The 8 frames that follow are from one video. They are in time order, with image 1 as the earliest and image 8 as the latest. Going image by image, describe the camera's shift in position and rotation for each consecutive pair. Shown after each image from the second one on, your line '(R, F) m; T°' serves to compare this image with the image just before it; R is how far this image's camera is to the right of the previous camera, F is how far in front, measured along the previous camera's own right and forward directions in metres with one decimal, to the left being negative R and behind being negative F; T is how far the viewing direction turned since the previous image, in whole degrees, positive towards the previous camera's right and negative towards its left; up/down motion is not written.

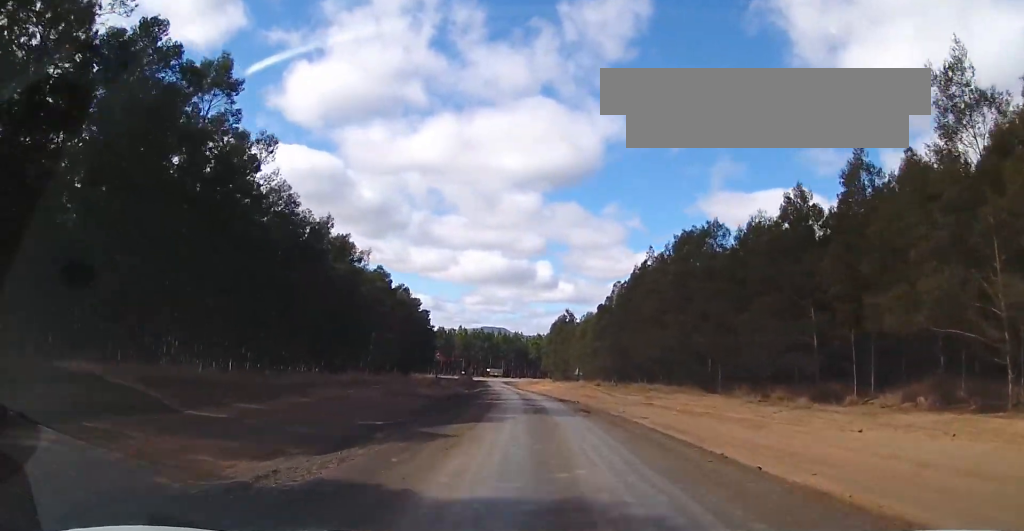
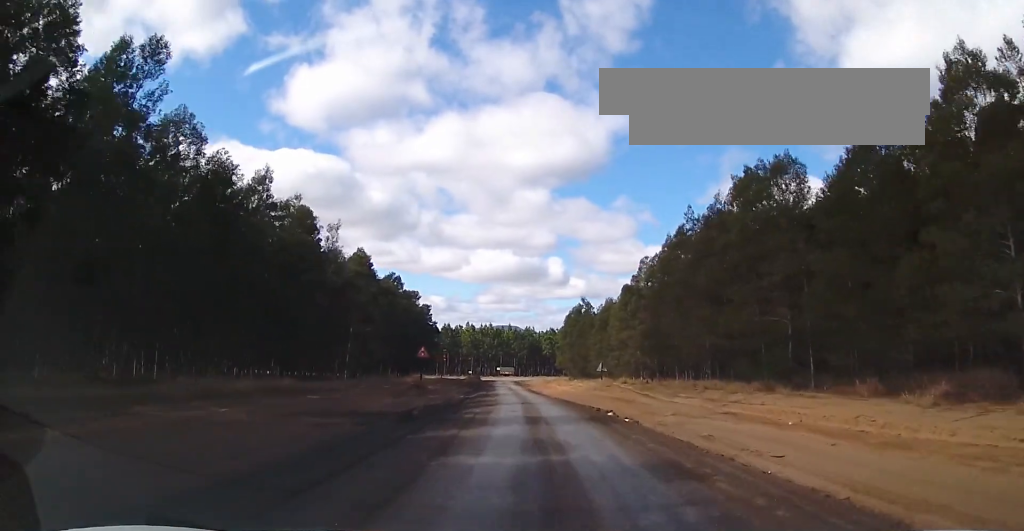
(0.0, +14.6) m; -2°
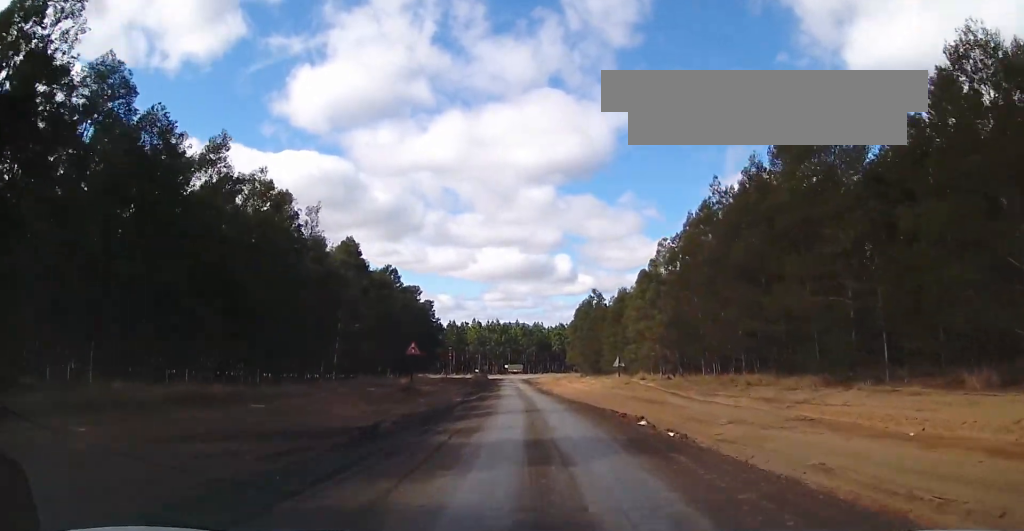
(-0.1, +7.0) m; -1°
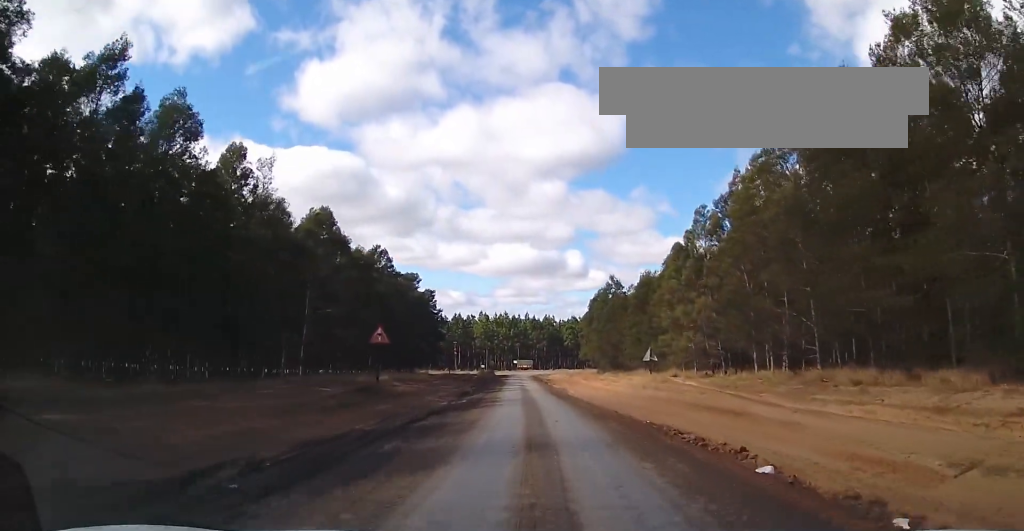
(-0.3, +11.7) m; -1°
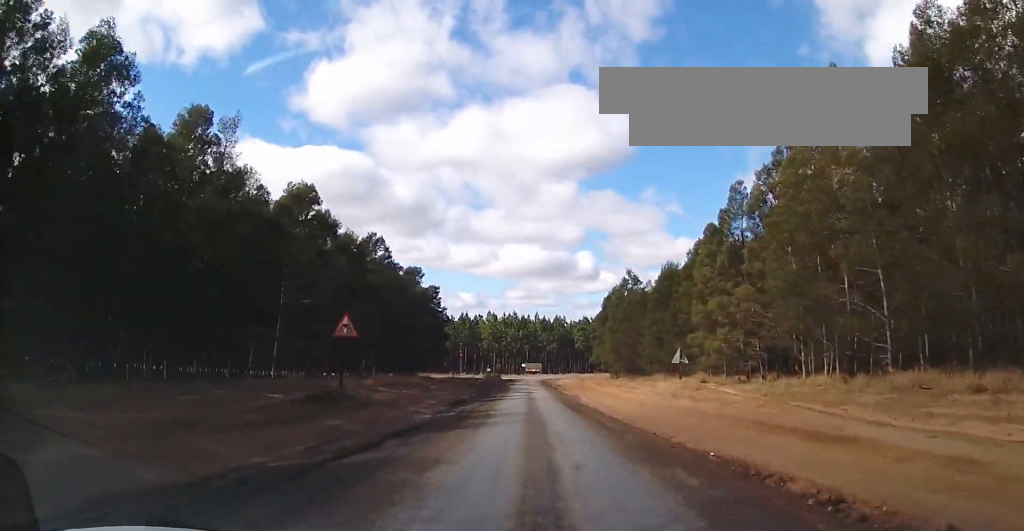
(0.0, +7.1) m; -1°
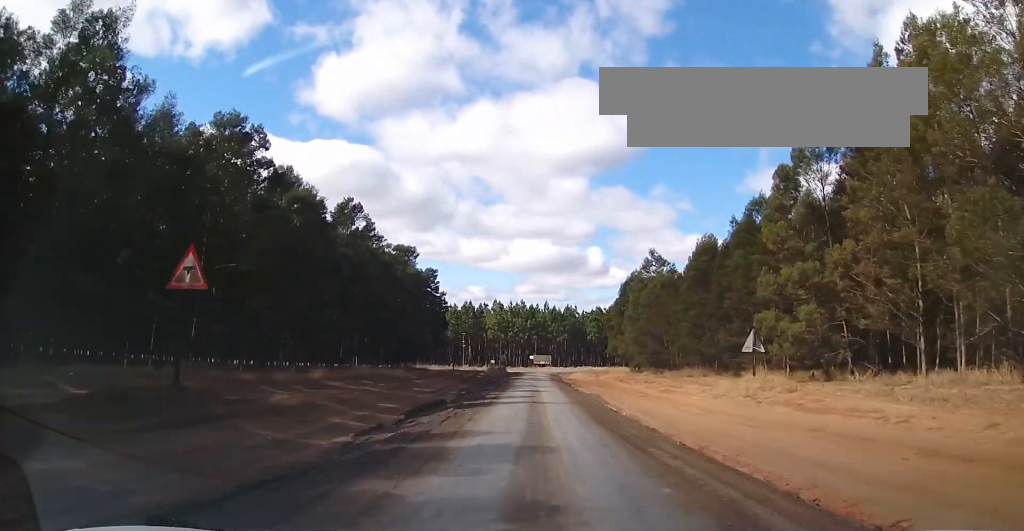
(-0.1, +12.3) m; -1°
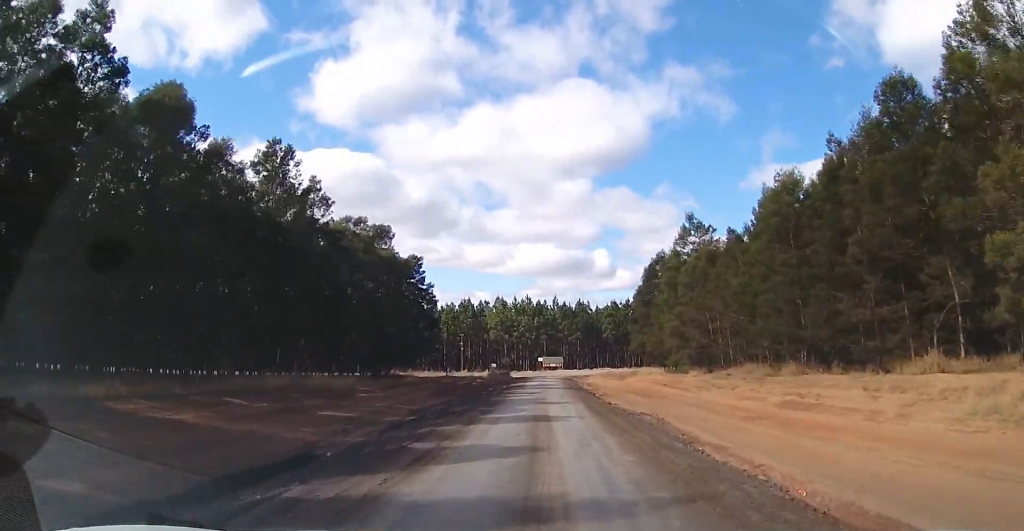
(-0.1, +18.1) m; +1°
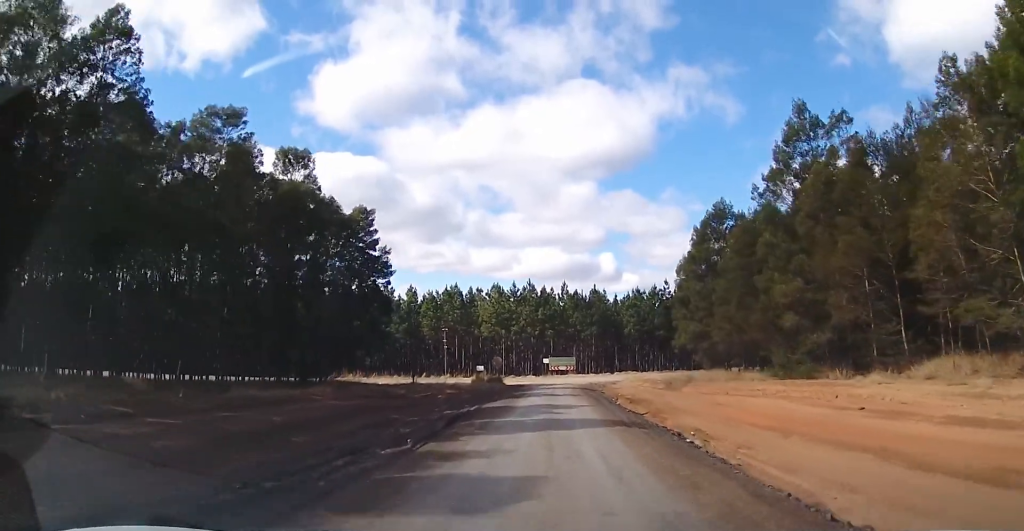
(+0.6, +27.7) m; 0°
